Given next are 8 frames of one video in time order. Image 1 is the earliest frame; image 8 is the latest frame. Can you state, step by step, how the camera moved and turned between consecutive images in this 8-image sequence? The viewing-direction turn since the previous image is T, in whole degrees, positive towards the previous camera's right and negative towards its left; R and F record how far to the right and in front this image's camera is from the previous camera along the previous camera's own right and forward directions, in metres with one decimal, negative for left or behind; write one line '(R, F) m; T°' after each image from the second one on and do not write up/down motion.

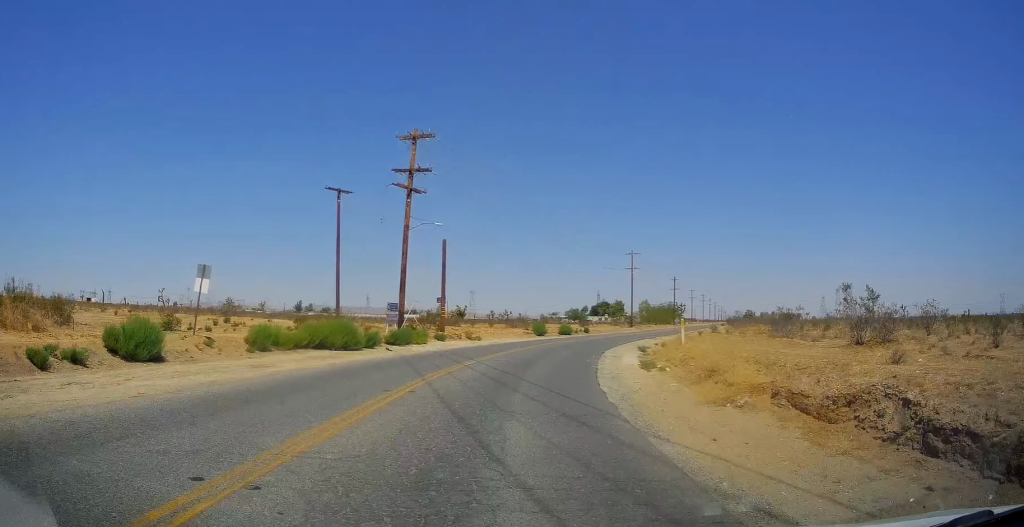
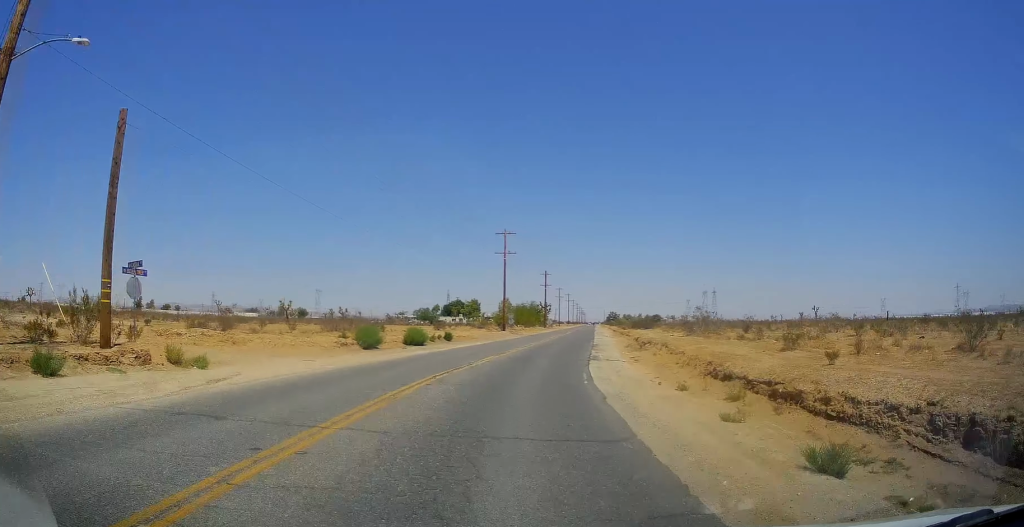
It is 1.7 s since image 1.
(+3.1, +27.9) m; +12°
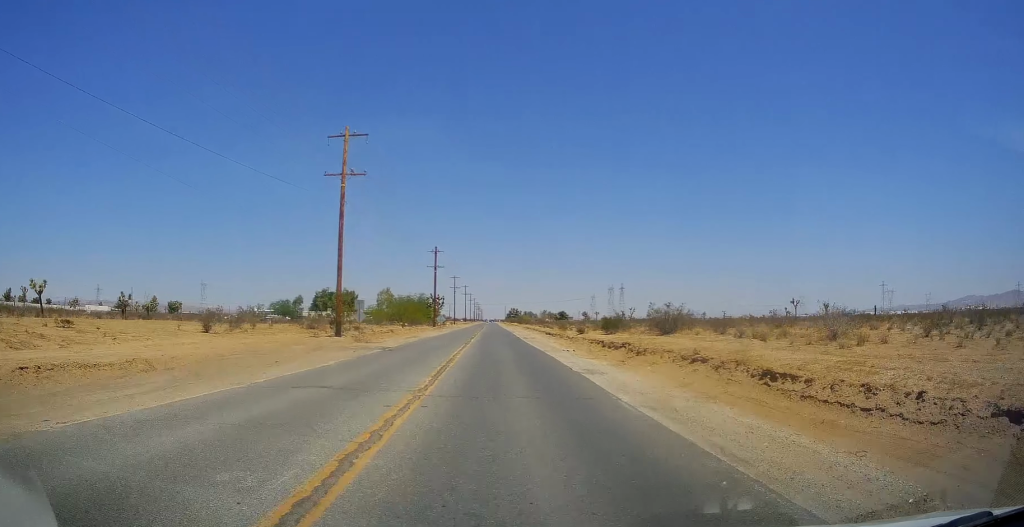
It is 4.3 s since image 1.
(+6.5, +44.3) m; +13°
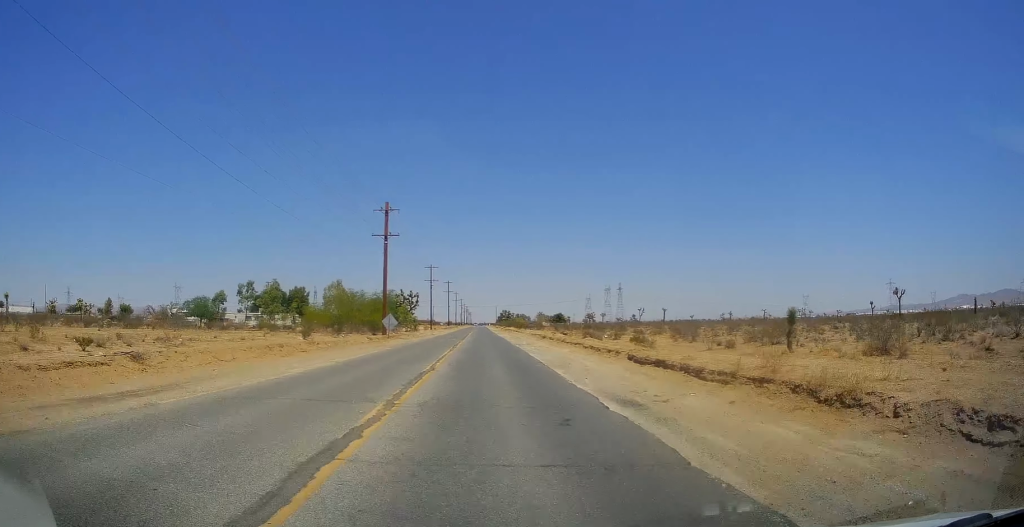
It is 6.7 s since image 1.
(+2.3, +44.0) m; +3°
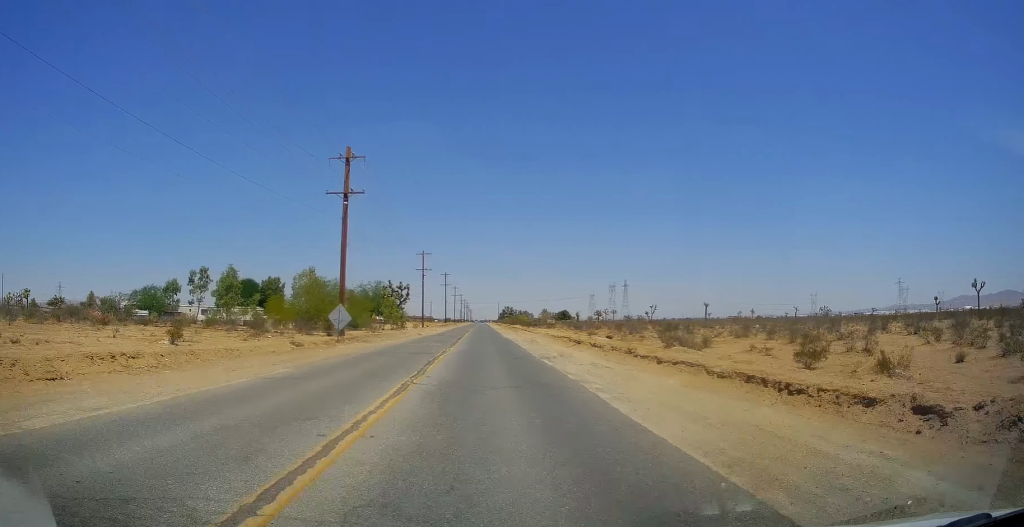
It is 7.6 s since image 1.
(+0.1, +19.5) m; 0°
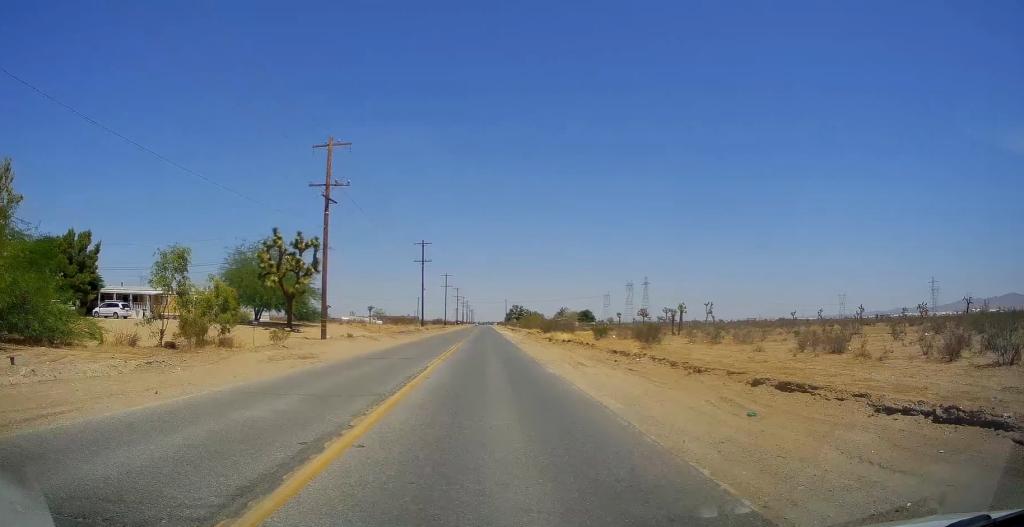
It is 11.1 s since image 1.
(0.0, +71.0) m; 0°
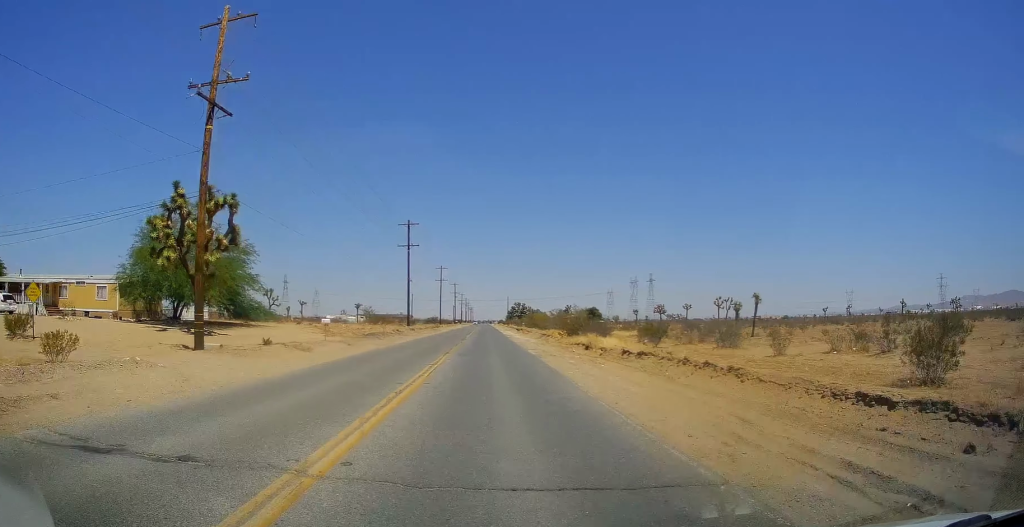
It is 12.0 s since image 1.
(0.0, +19.5) m; 0°
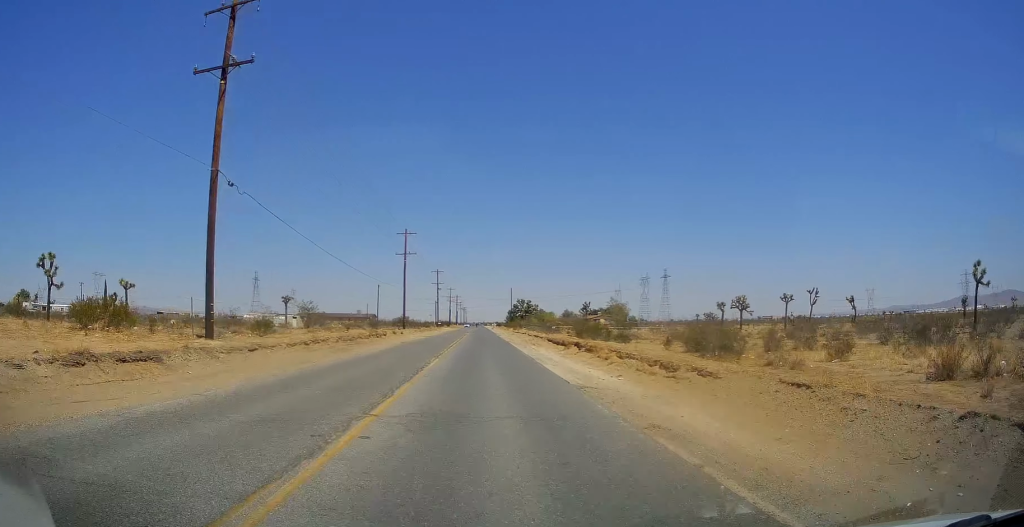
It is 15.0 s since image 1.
(0.0, +60.6) m; 0°
